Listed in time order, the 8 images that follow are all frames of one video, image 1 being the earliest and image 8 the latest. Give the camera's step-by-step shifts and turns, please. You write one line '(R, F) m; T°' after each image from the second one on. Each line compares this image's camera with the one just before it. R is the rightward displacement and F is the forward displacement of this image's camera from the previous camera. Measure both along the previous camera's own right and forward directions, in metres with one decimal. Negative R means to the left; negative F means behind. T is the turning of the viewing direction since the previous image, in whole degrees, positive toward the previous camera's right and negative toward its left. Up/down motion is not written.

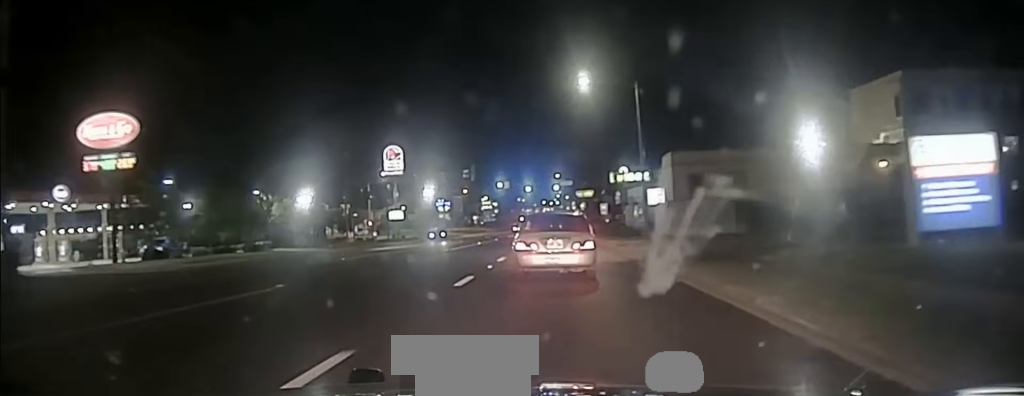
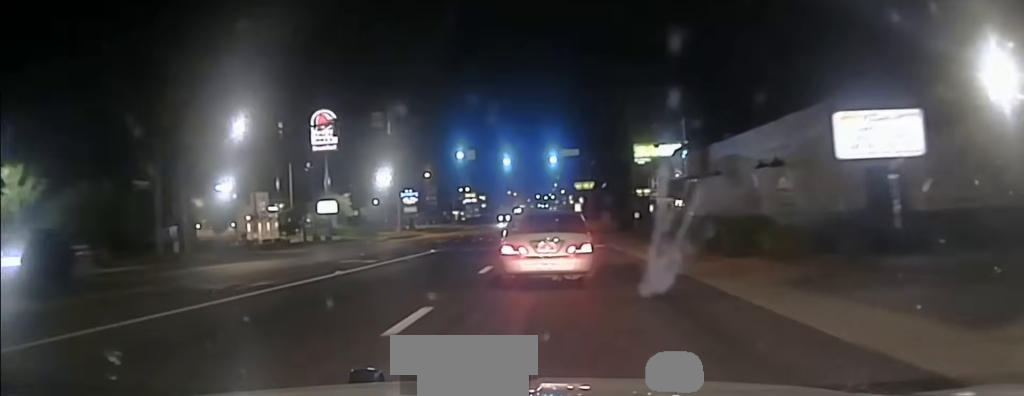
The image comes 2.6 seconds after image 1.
(+0.9, +44.3) m; +2°
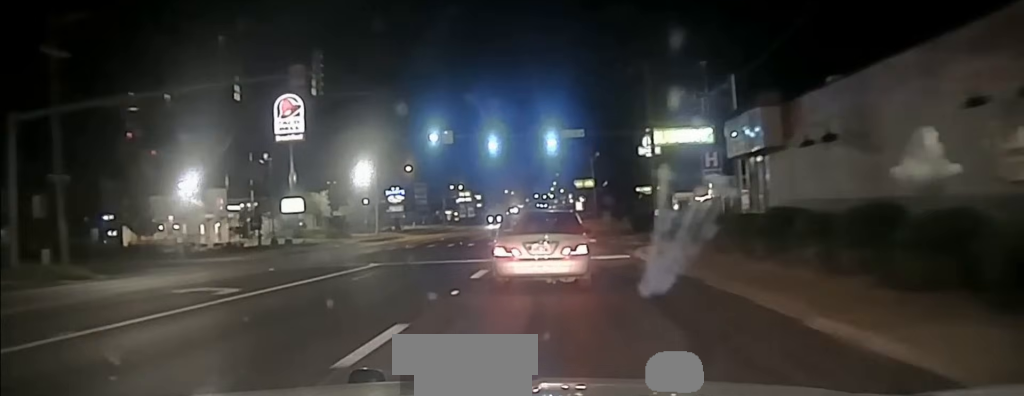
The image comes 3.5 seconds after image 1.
(0.0, +14.3) m; 0°
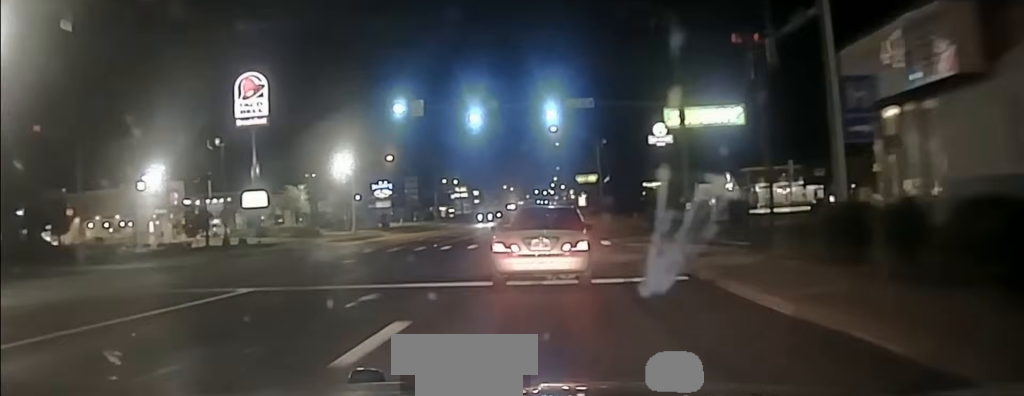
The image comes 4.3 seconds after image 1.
(0.0, +13.4) m; -1°
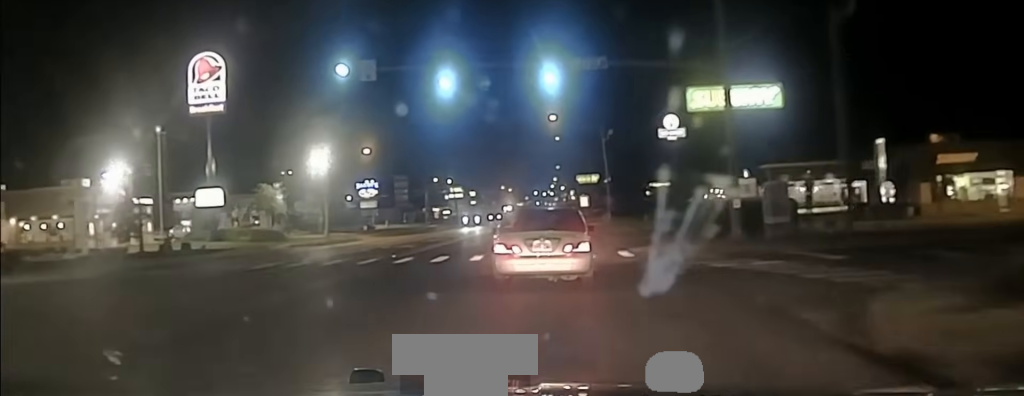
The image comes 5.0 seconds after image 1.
(-0.1, +10.9) m; 0°
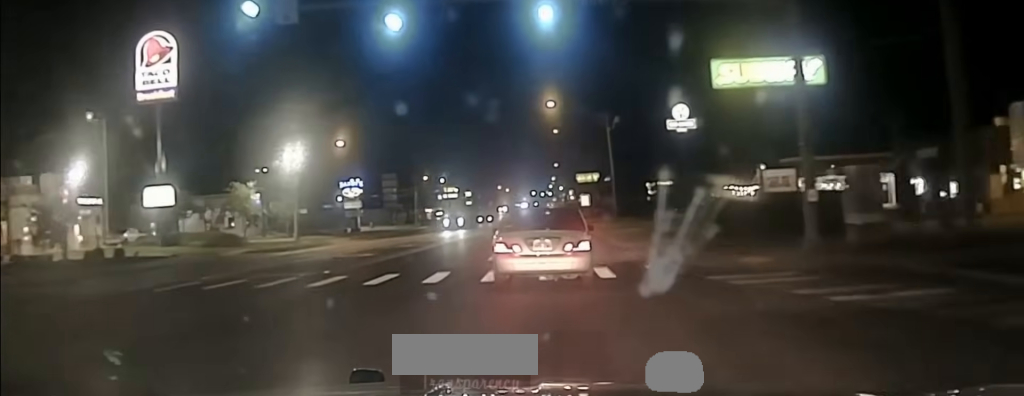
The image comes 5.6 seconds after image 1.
(0.0, +9.4) m; 0°
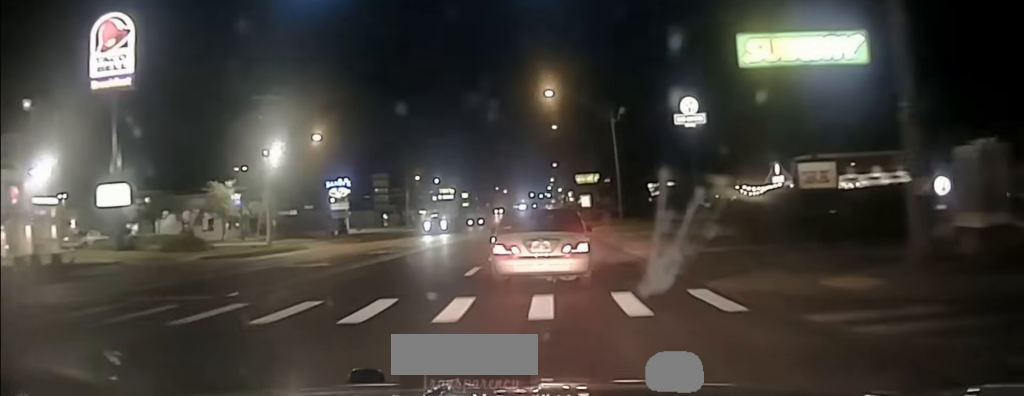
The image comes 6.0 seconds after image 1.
(0.0, +7.0) m; 0°
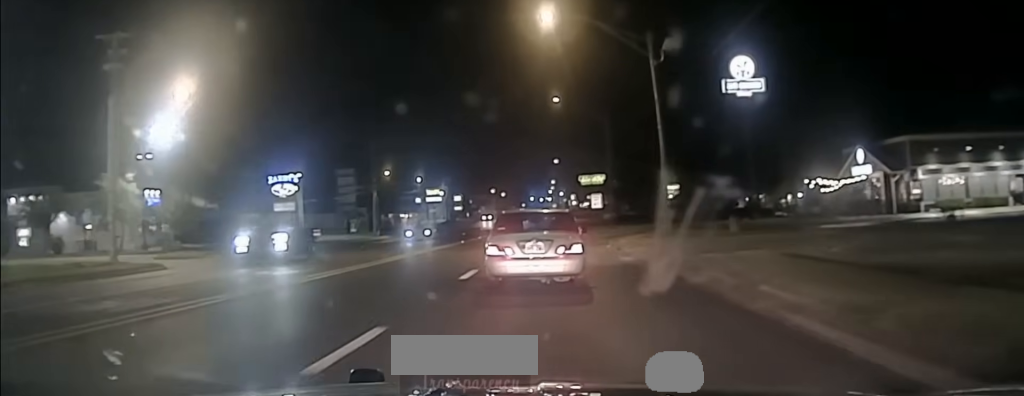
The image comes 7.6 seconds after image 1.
(+0.3, +25.4) m; +1°
